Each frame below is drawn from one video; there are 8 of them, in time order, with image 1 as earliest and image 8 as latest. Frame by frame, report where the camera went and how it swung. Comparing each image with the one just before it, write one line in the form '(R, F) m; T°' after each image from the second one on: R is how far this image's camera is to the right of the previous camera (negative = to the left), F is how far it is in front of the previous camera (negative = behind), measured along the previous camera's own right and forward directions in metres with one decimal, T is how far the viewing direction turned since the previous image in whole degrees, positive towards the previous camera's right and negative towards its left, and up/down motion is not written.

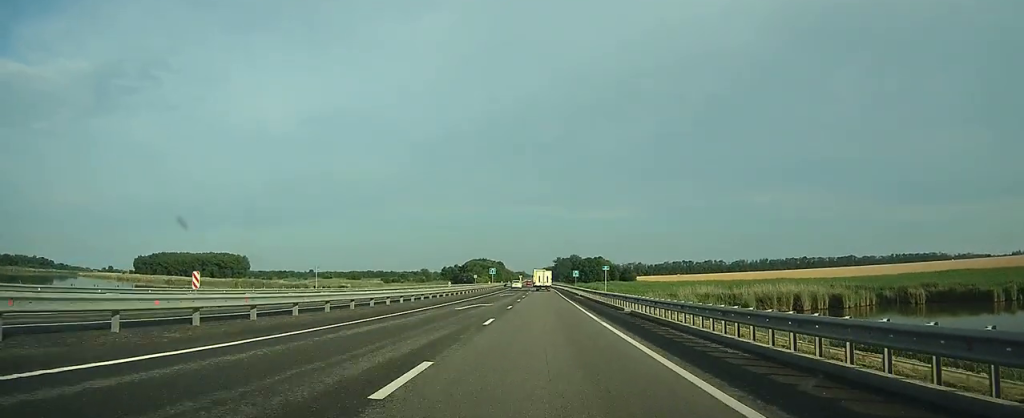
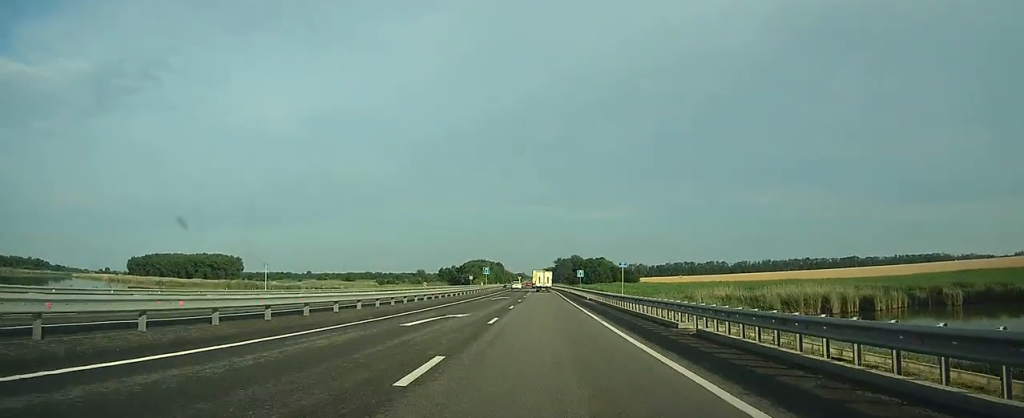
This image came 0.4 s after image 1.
(0.0, +11.3) m; 0°
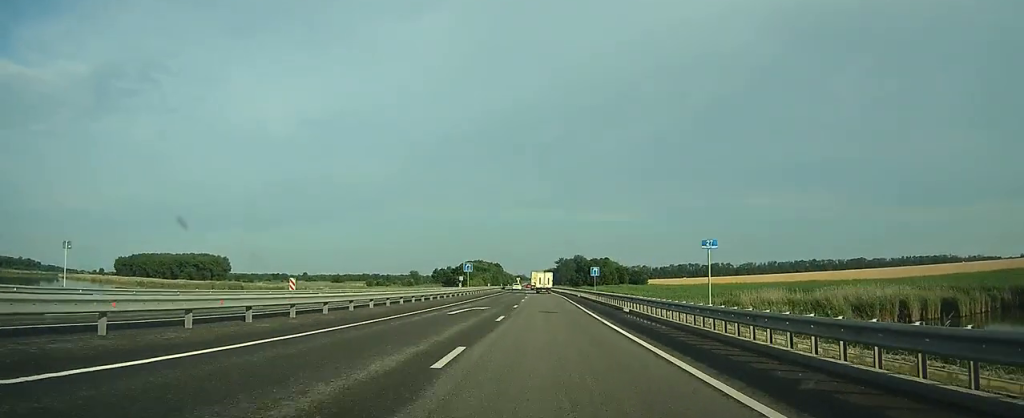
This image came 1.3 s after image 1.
(0.0, +22.4) m; 0°
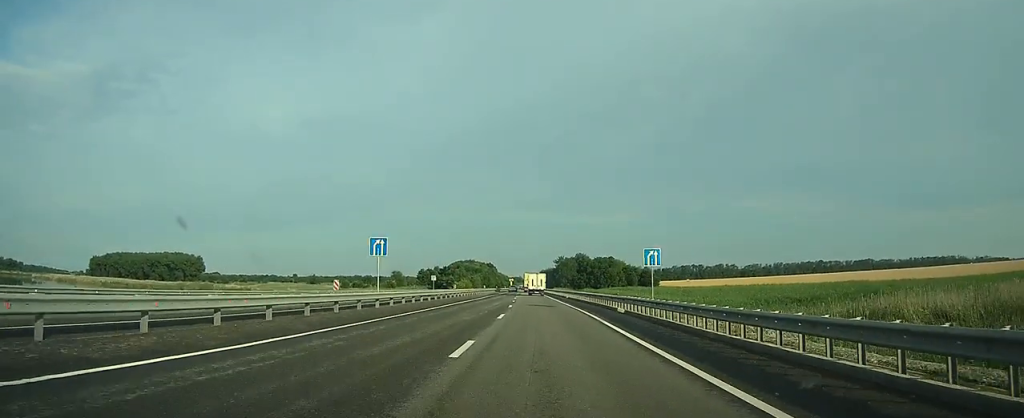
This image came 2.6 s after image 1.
(0.0, +33.9) m; 0°
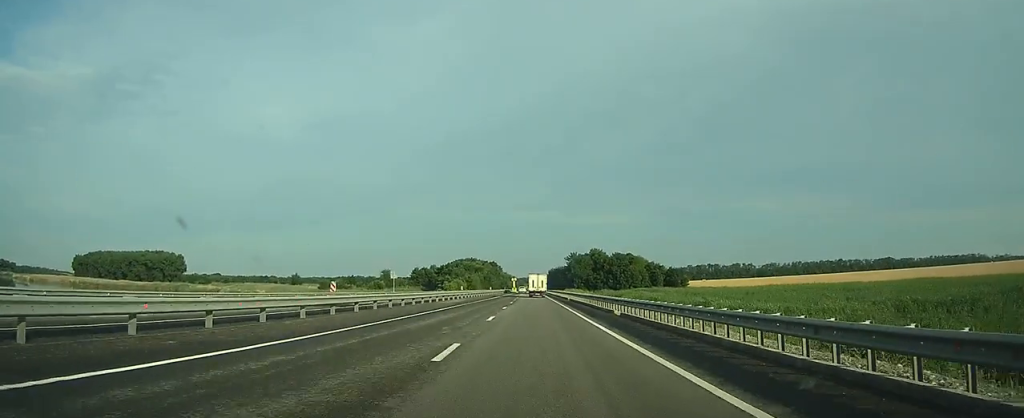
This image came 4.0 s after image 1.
(0.0, +35.6) m; 0°
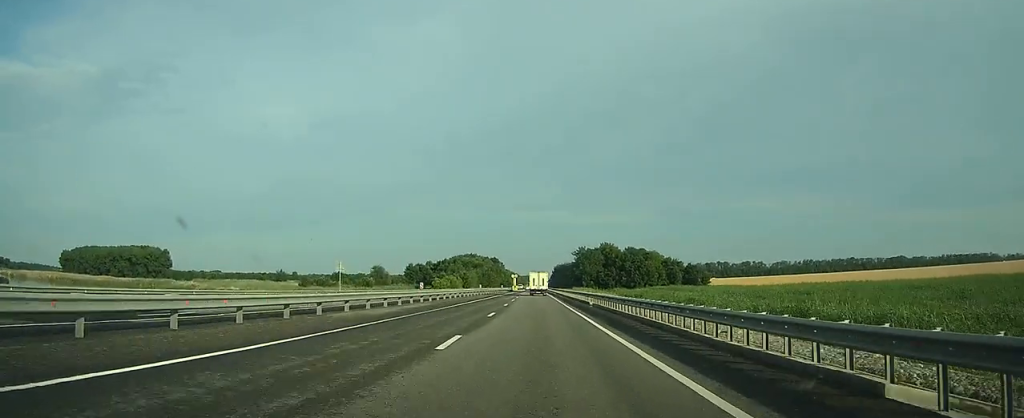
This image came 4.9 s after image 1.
(-0.1, +22.3) m; -1°
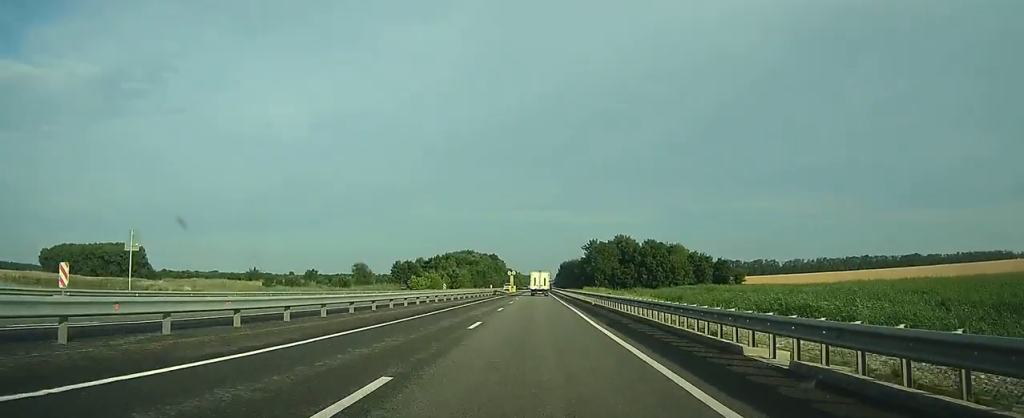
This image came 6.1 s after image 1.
(-0.3, +30.4) m; -1°
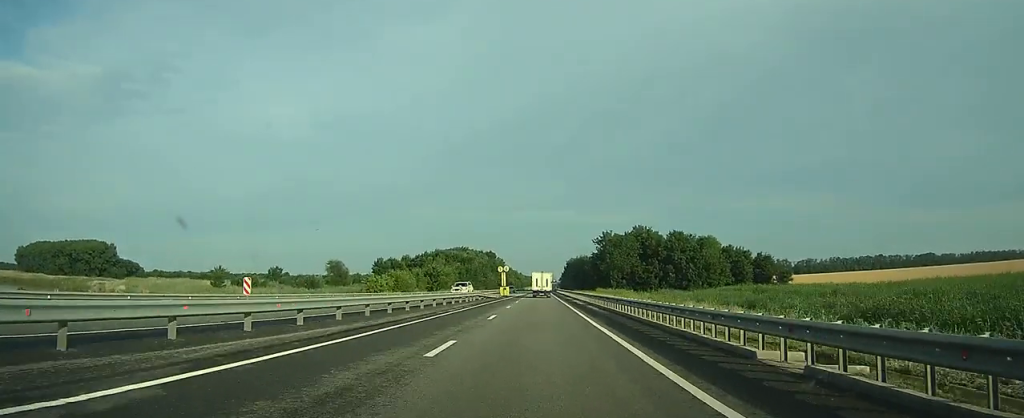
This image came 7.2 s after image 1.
(-0.1, +30.6) m; 0°
